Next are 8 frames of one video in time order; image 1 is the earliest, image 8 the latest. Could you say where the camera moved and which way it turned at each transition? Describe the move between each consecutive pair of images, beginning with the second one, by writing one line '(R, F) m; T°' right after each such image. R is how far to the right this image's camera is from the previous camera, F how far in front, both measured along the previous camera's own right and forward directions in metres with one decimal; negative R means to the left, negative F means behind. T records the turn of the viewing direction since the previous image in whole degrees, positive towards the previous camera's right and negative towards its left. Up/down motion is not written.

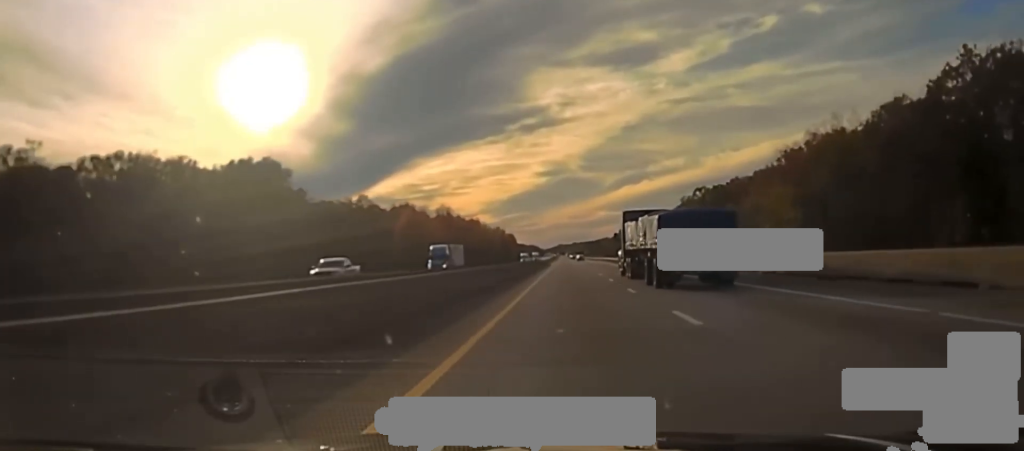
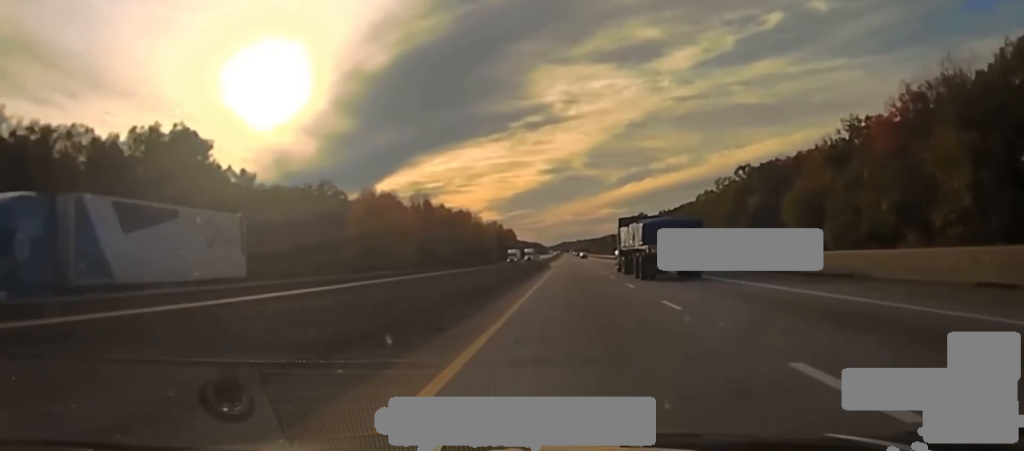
(-0.1, +41.0) m; -1°
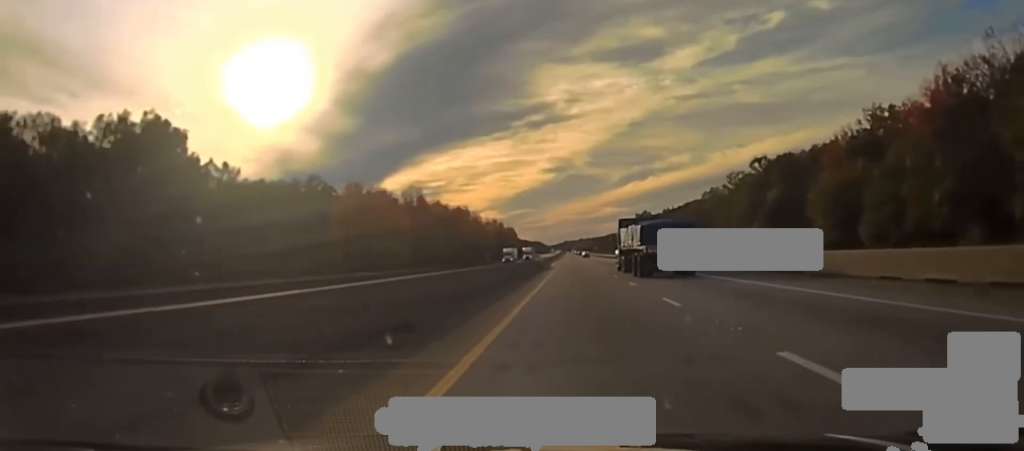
(0.0, +10.0) m; 0°
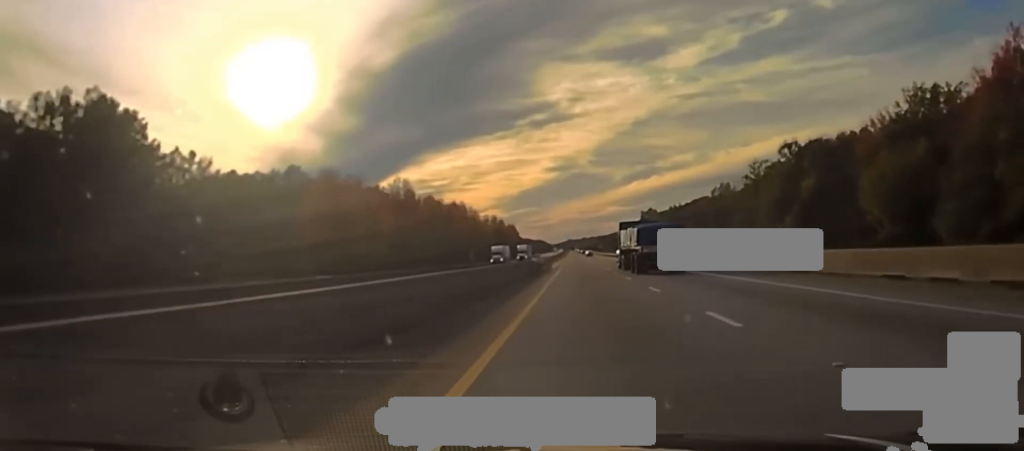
(-0.1, +16.5) m; -1°
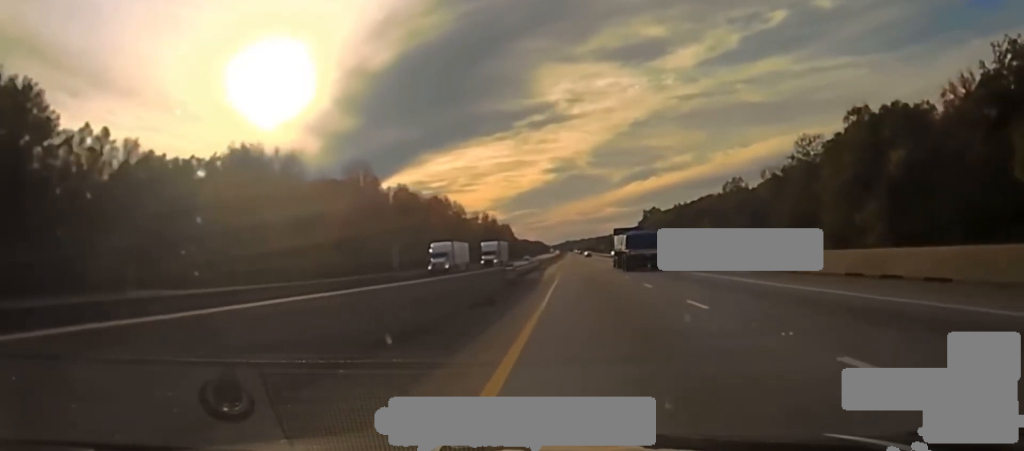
(-0.2, +31.3) m; 0°
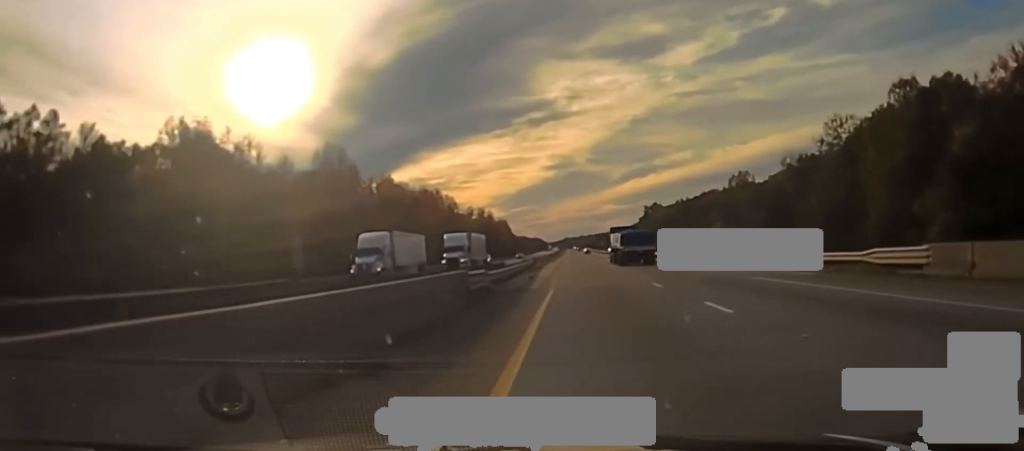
(+0.2, +14.7) m; +1°
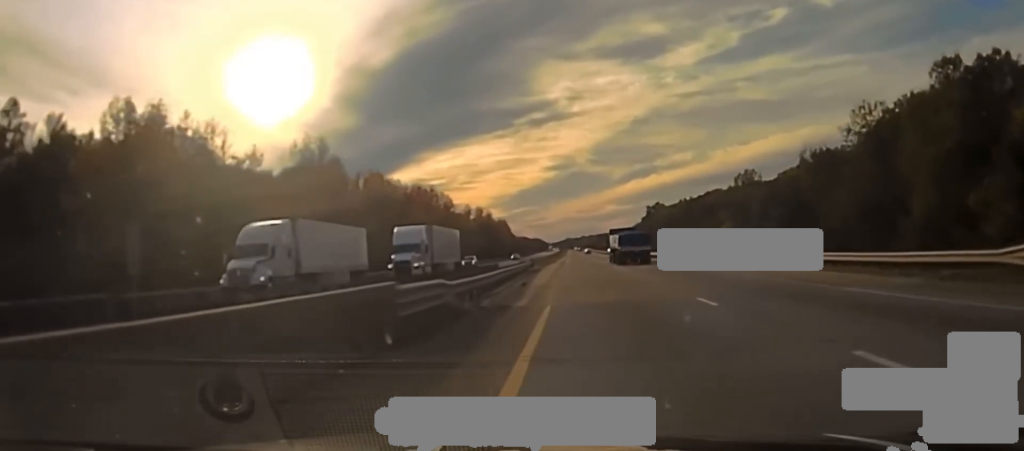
(0.0, +10.5) m; 0°
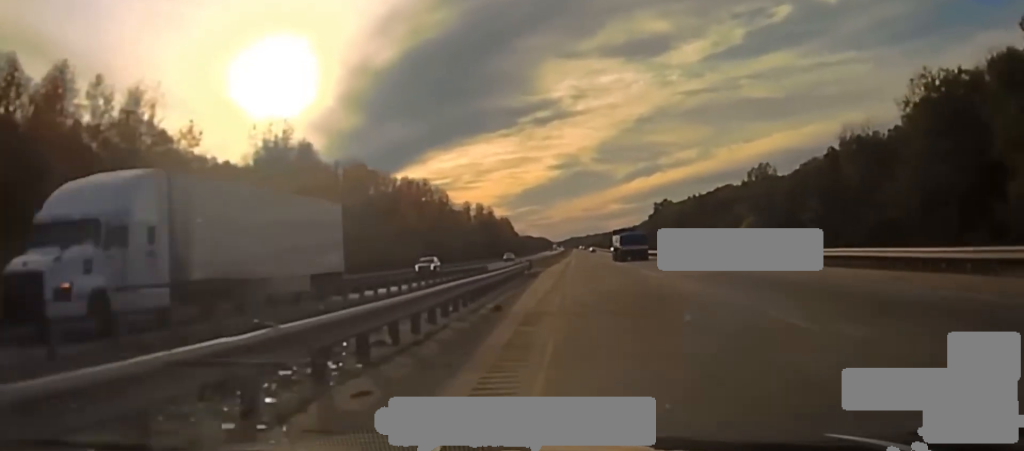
(0.0, +17.3) m; 0°
